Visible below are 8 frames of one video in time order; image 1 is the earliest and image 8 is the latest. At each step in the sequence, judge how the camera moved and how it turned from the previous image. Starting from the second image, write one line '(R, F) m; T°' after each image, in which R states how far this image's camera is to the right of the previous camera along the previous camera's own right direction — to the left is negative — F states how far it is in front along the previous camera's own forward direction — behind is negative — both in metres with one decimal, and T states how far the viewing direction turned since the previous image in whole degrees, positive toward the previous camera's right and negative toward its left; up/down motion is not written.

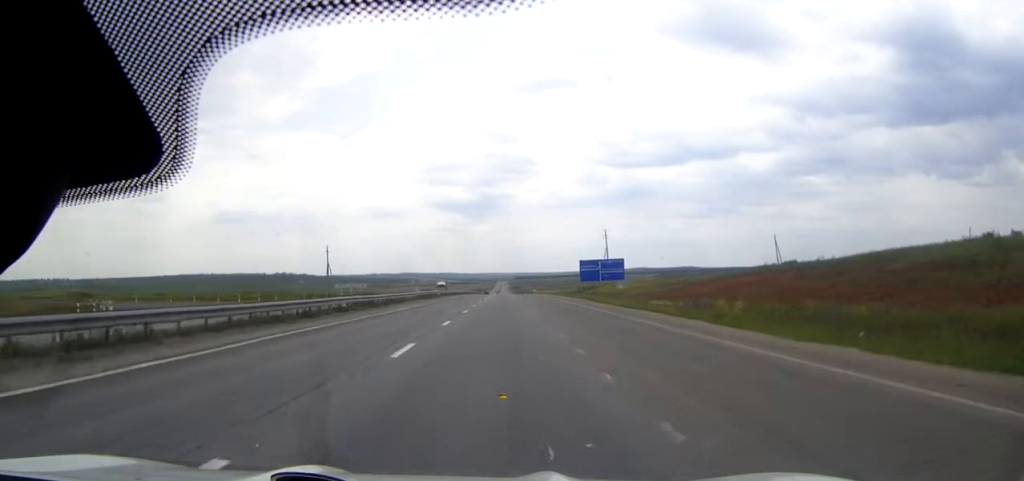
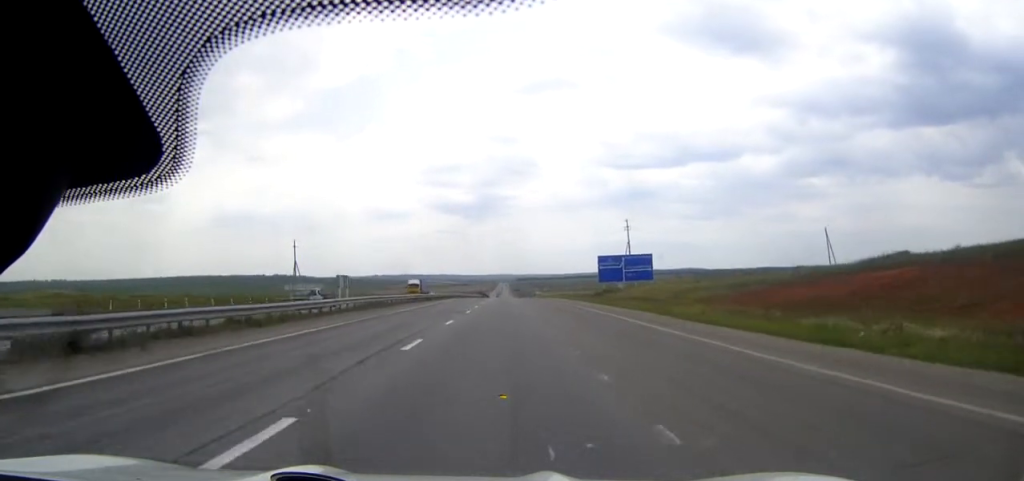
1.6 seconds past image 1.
(-0.1, +33.8) m; 0°
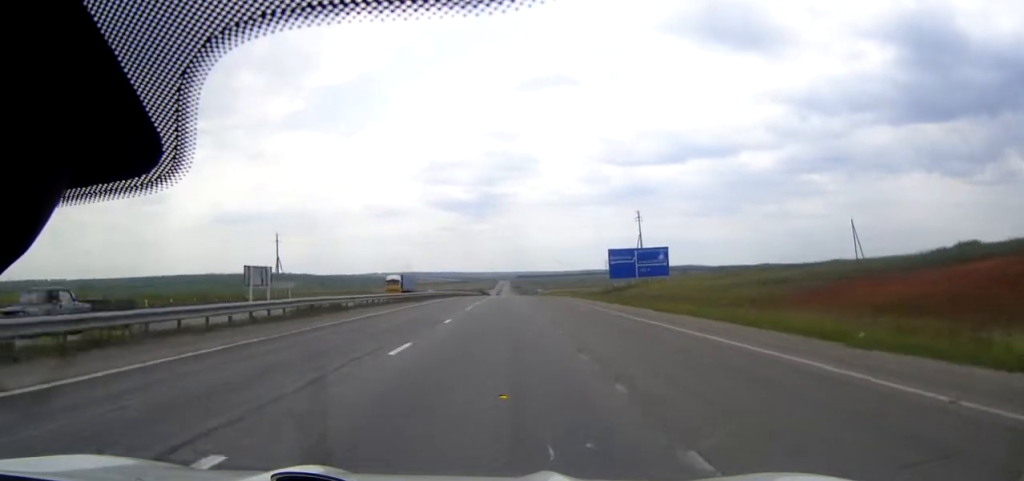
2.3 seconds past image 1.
(0.0, +14.0) m; 0°
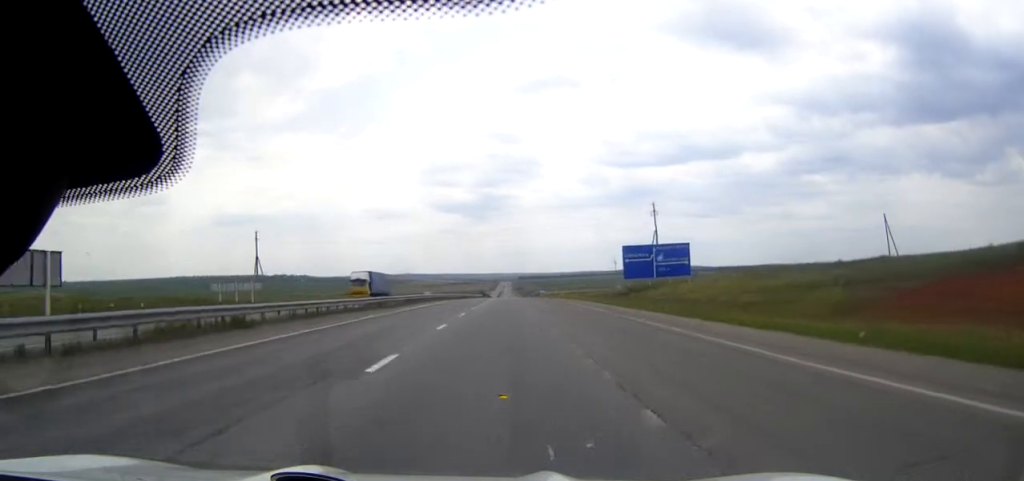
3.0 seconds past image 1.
(0.0, +14.7) m; 0°
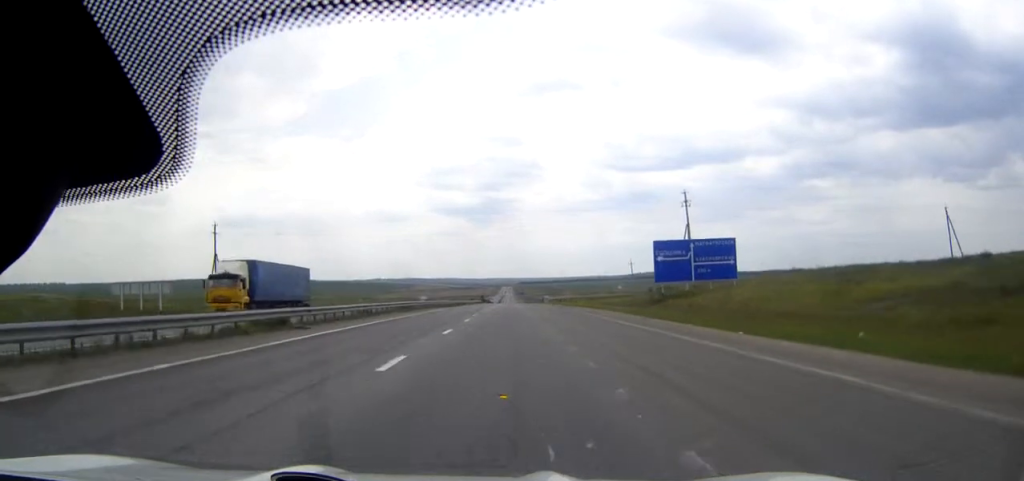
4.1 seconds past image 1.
(-0.1, +23.0) m; 0°
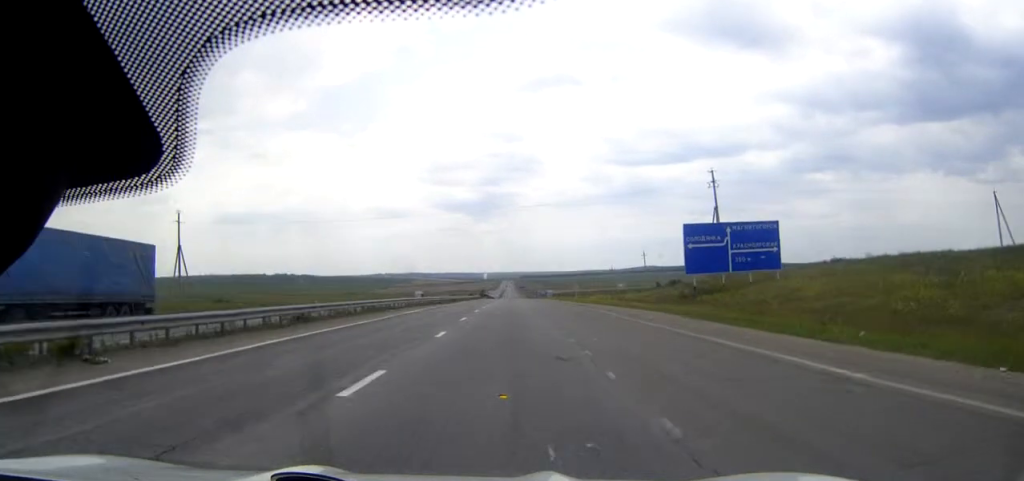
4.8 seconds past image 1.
(0.0, +15.3) m; 0°
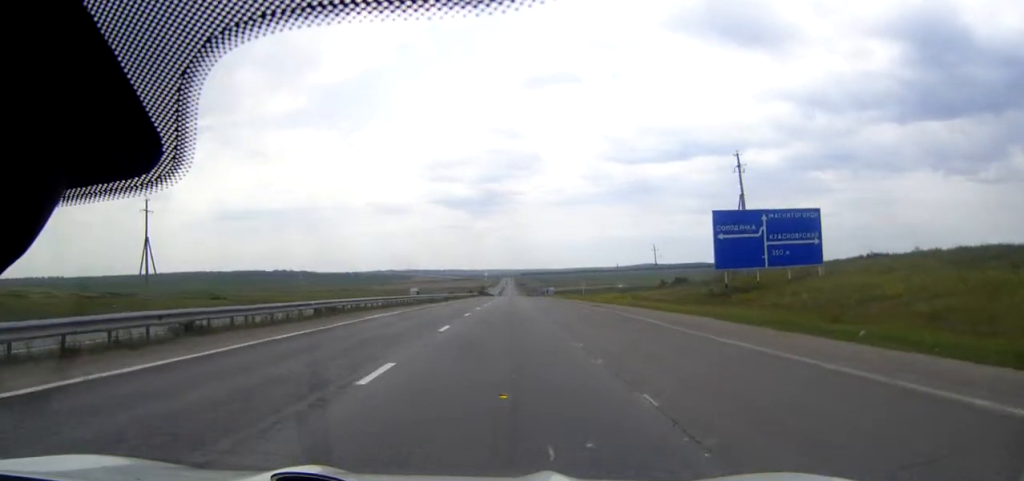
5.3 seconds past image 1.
(0.0, +11.2) m; 0°
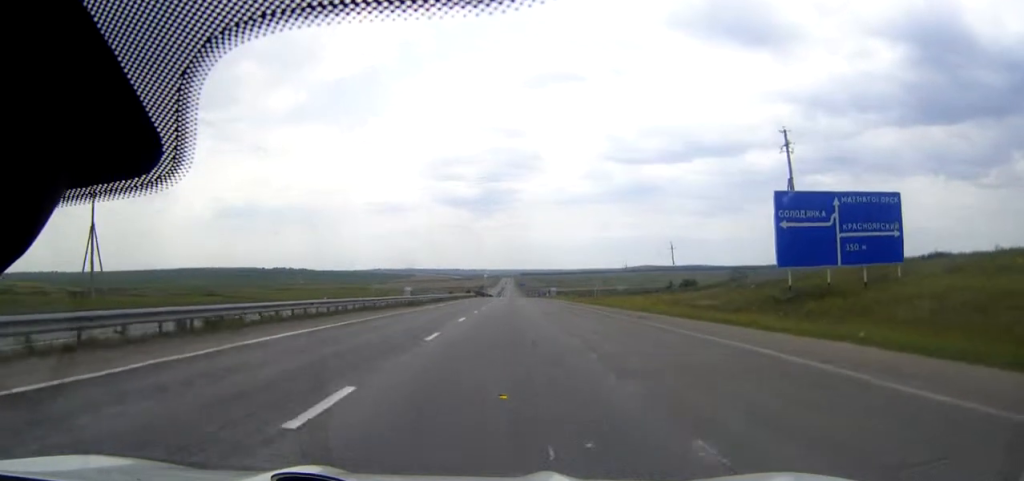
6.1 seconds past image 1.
(0.0, +15.3) m; 0°
